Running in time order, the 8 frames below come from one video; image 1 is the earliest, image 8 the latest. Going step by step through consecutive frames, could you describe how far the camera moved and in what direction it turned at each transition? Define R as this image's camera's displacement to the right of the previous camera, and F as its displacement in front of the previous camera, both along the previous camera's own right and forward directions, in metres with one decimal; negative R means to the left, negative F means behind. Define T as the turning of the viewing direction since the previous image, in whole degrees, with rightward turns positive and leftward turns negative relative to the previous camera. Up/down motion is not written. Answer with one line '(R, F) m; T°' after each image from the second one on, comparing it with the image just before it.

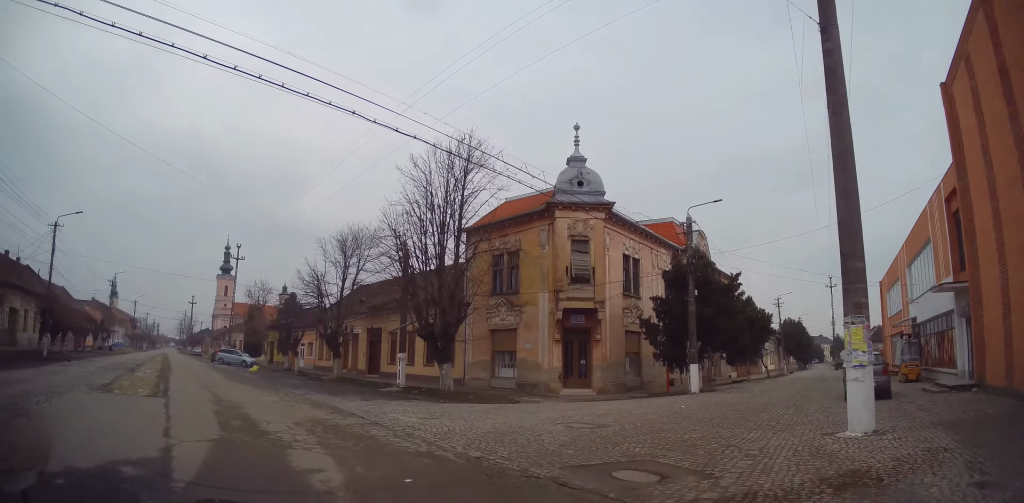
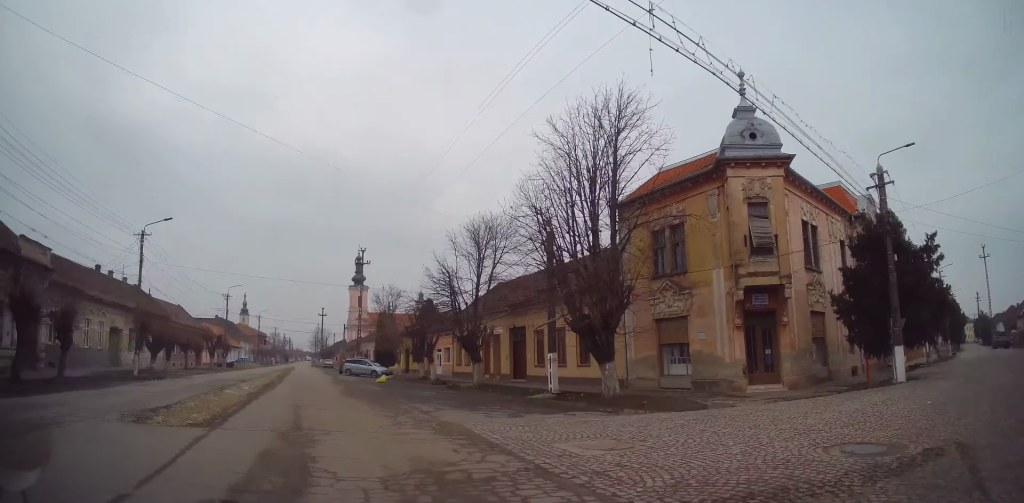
(-0.1, +3.9) m; -7°
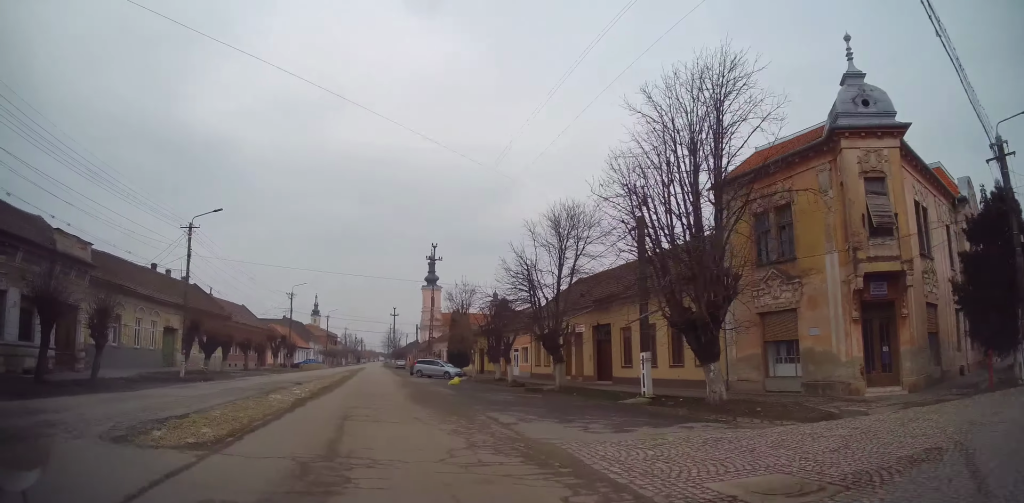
(0.0, +2.2) m; -7°
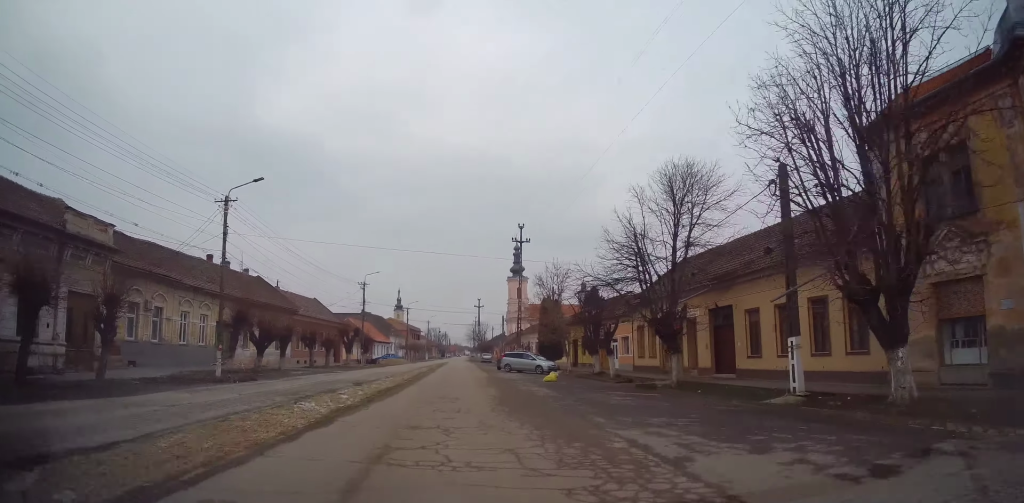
(-0.5, +4.3) m; -18°
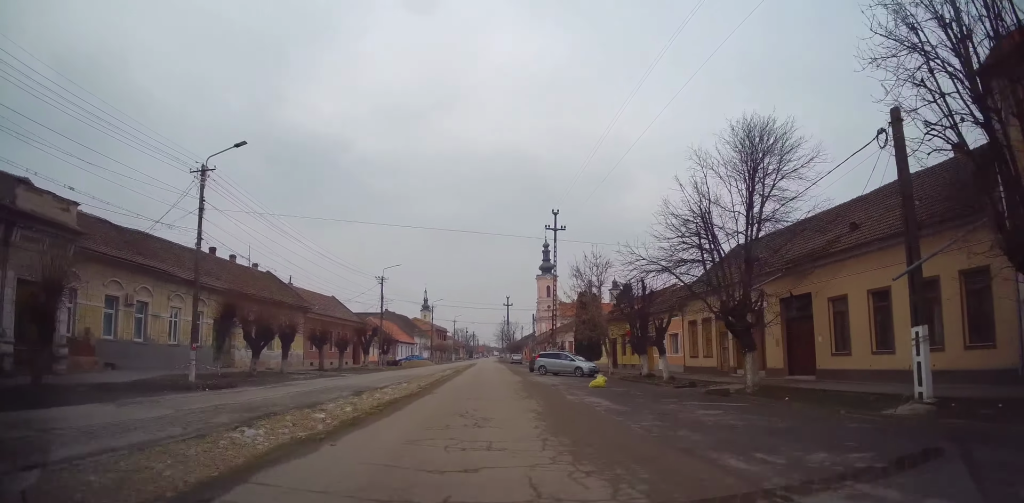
(-0.7, +4.3) m; -5°
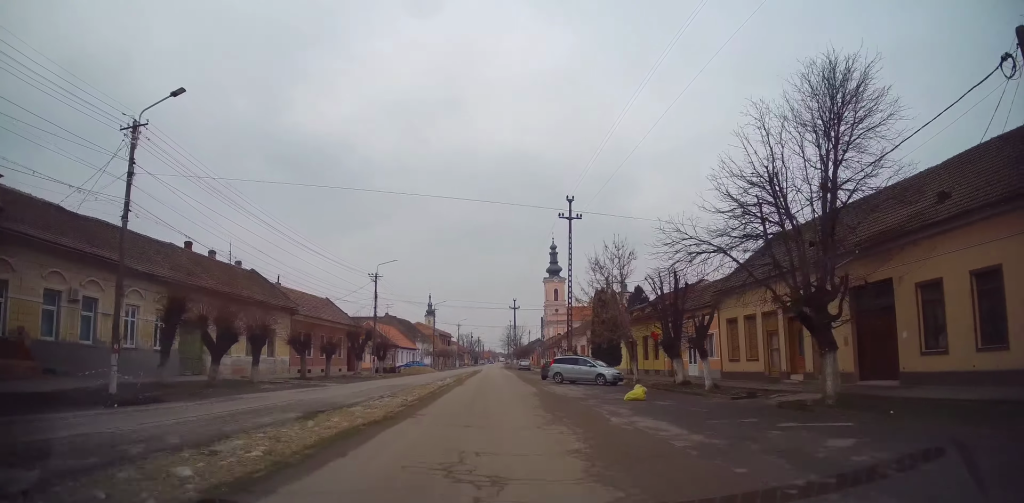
(+0.1, +4.8) m; 0°
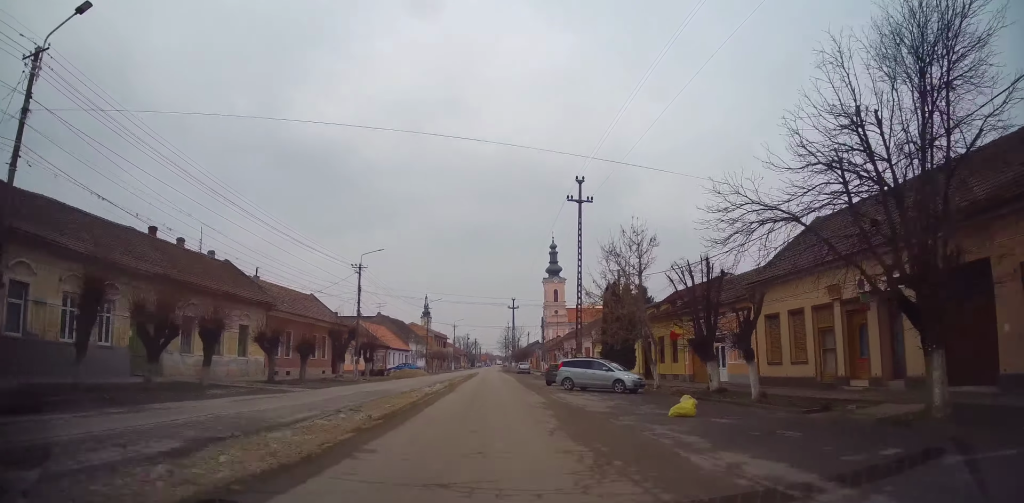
(+0.1, +4.3) m; +1°
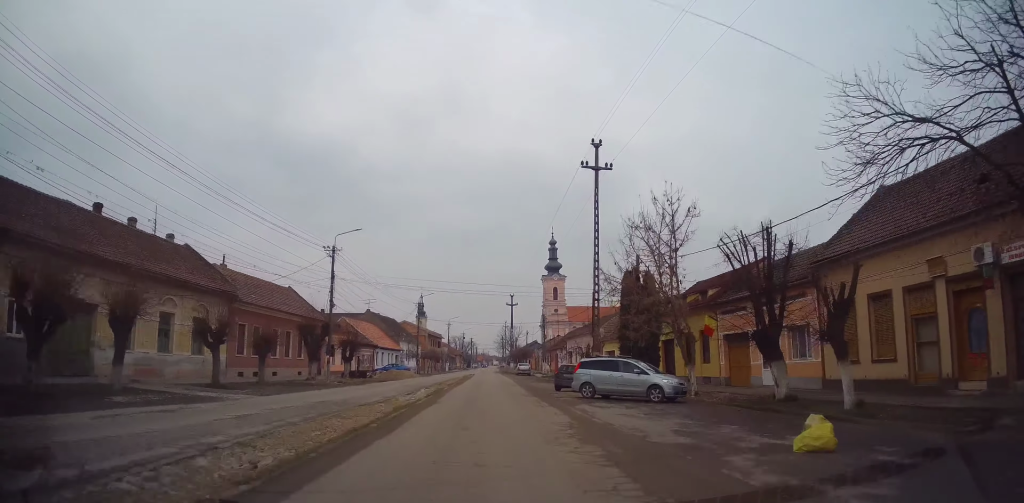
(-0.2, +5.2) m; 0°
